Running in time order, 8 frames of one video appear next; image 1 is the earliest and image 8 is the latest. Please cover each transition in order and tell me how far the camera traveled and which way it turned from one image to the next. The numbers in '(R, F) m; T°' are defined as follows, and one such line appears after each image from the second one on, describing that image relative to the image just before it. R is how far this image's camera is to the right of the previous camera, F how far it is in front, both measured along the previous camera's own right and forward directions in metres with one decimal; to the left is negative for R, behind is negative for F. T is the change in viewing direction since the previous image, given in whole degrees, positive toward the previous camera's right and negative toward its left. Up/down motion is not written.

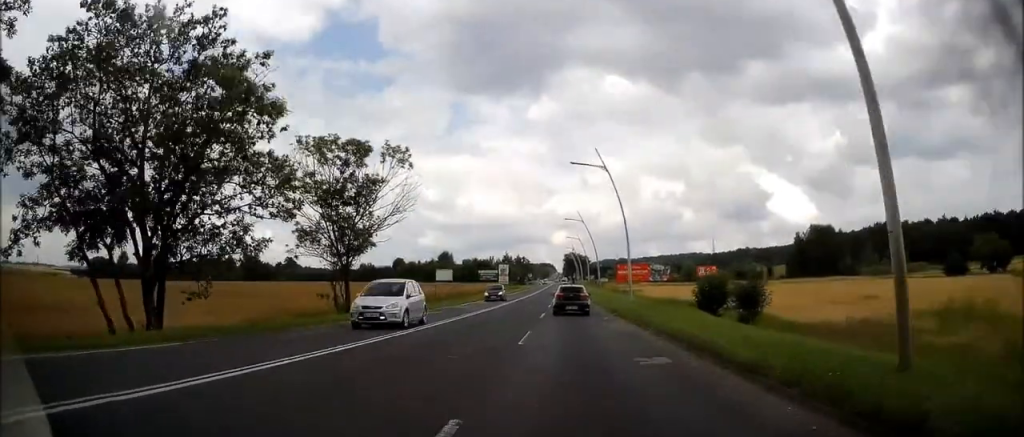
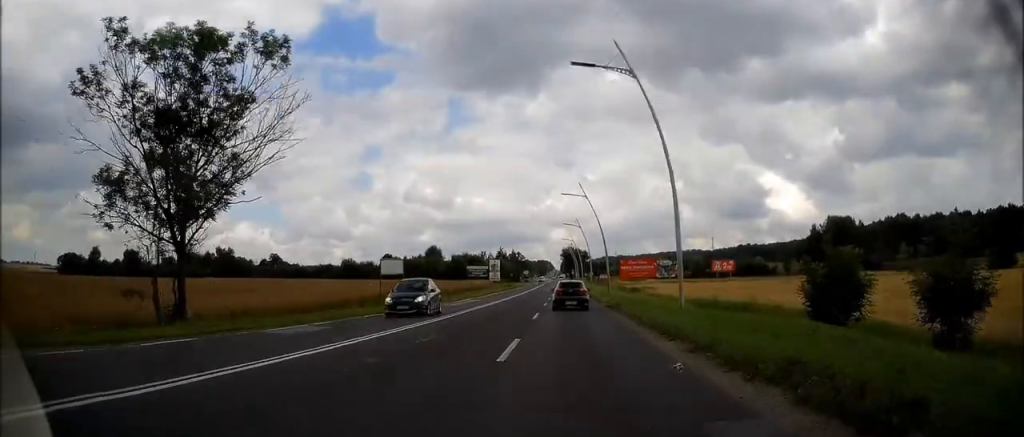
(+0.1, +16.5) m; 0°
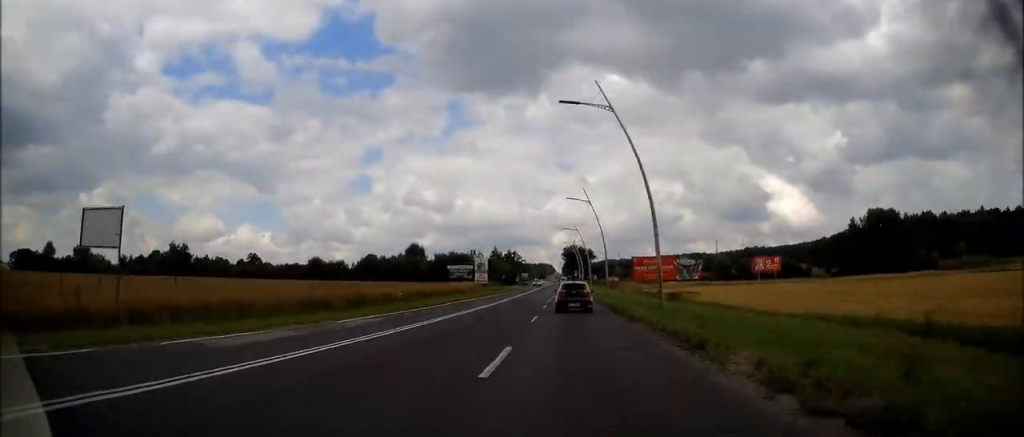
(-0.1, +26.7) m; -1°
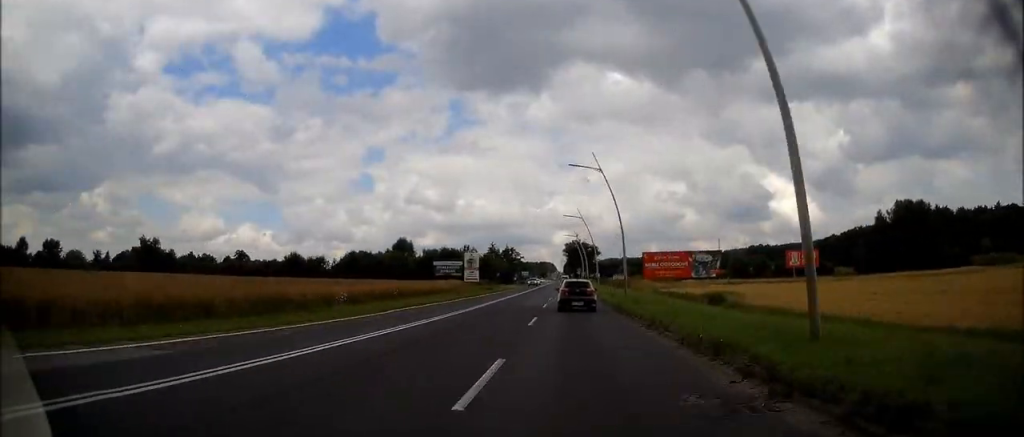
(-0.1, +14.7) m; 0°
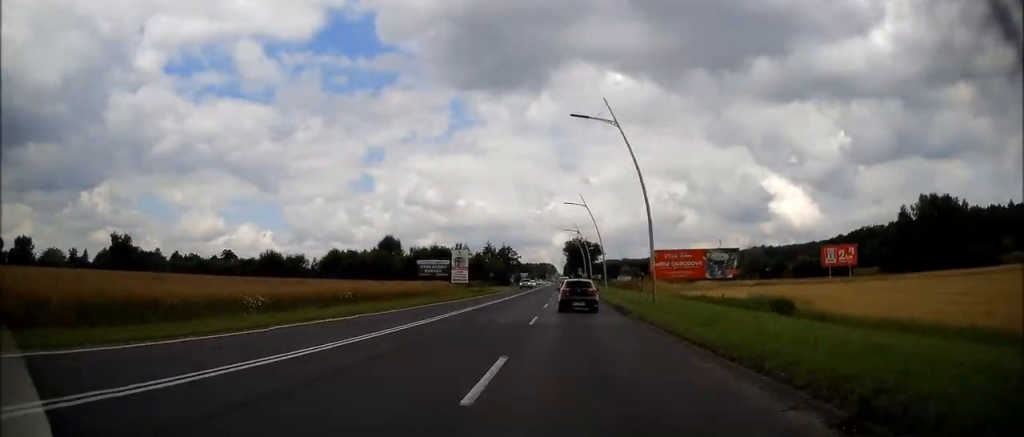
(0.0, +12.0) m; 0°
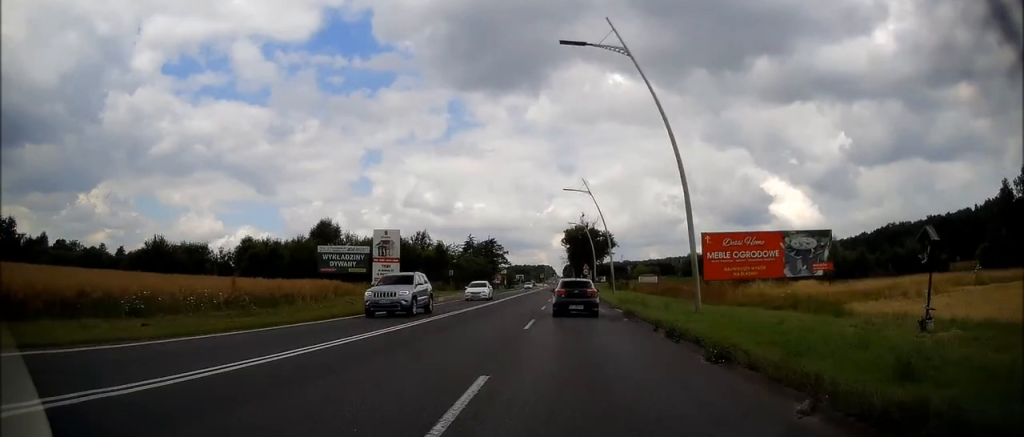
(+0.2, +39.5) m; +1°
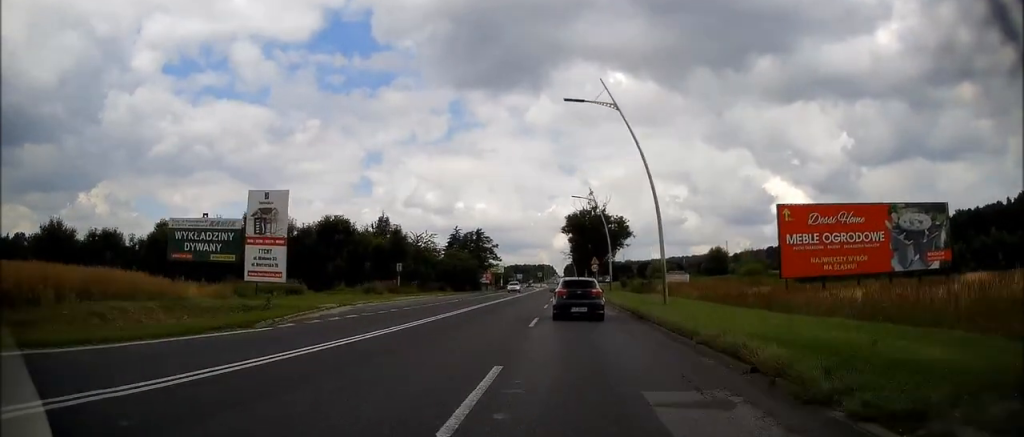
(+0.1, +23.9) m; 0°
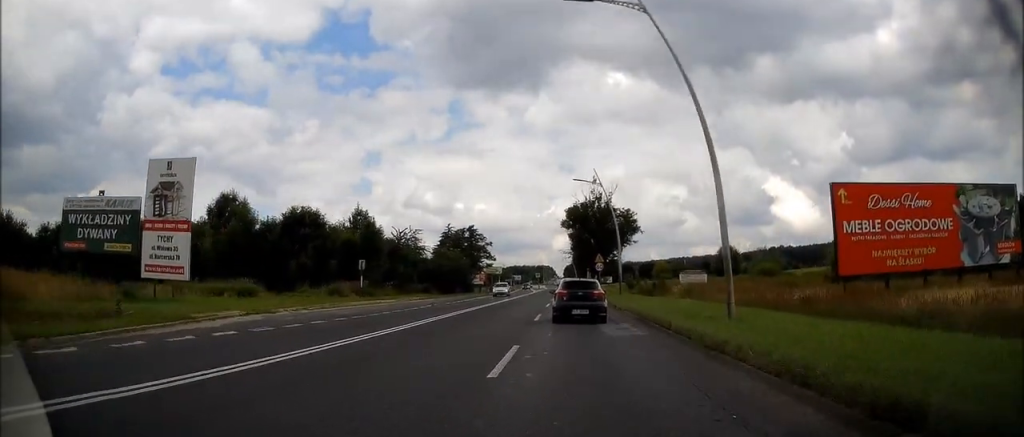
(0.0, +9.3) m; 0°
